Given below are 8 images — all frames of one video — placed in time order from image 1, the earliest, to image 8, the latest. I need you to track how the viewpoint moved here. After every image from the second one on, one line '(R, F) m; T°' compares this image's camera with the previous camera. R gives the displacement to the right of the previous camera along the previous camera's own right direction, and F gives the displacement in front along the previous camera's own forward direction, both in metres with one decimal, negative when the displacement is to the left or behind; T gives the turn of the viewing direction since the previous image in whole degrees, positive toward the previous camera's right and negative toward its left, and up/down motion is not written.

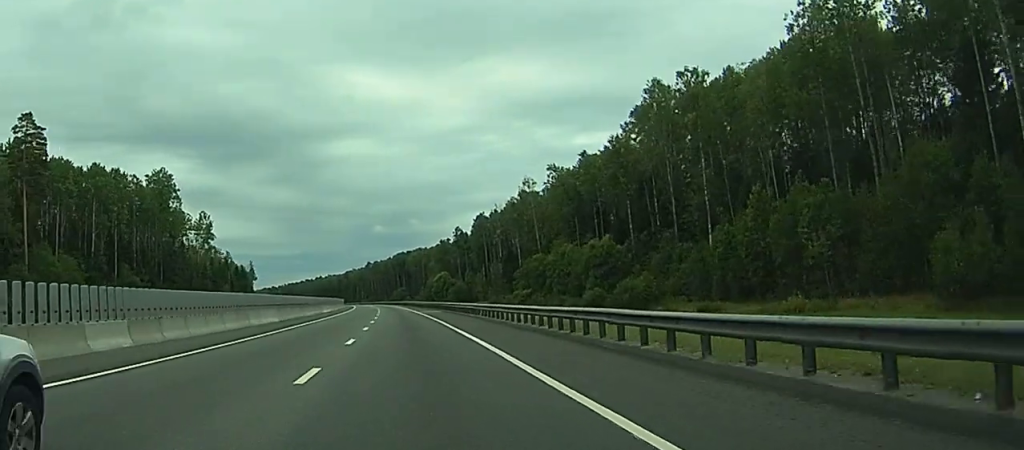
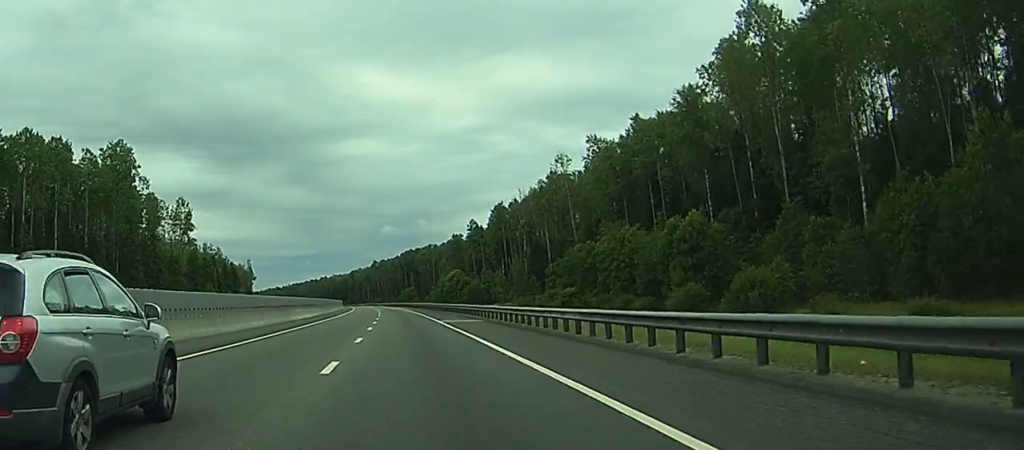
(-0.6, +34.6) m; -2°
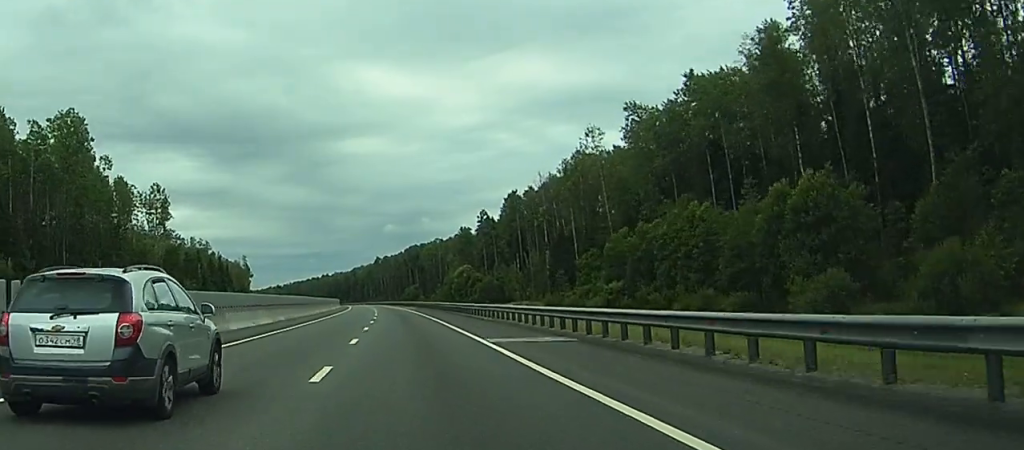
(-0.3, +26.1) m; 0°
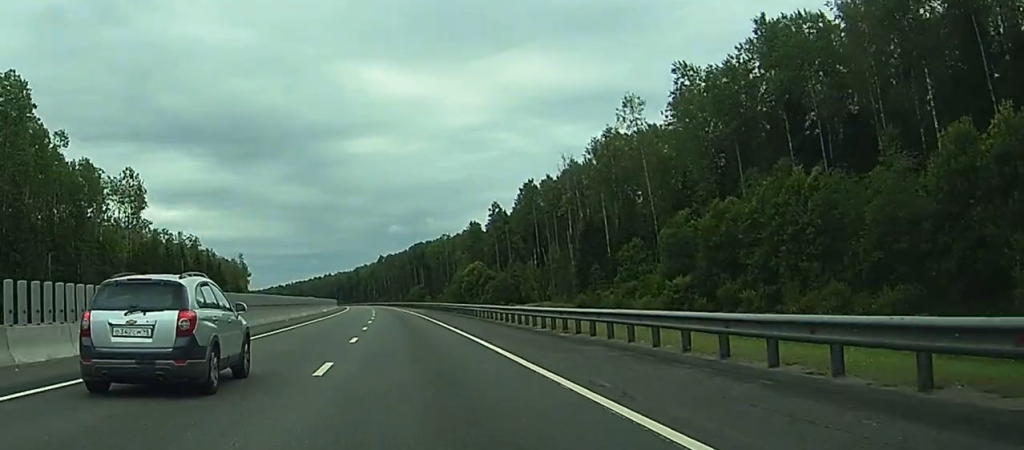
(+0.1, +23.3) m; 0°
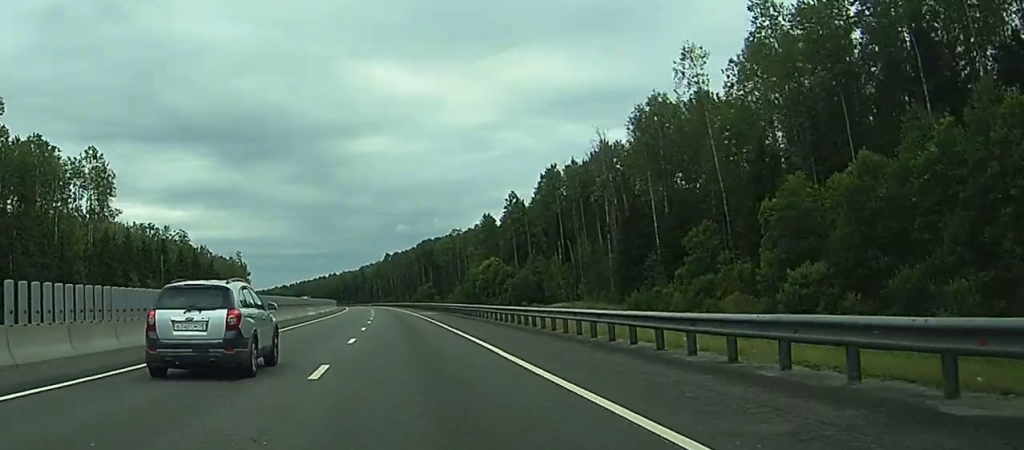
(0.0, +25.1) m; 0°
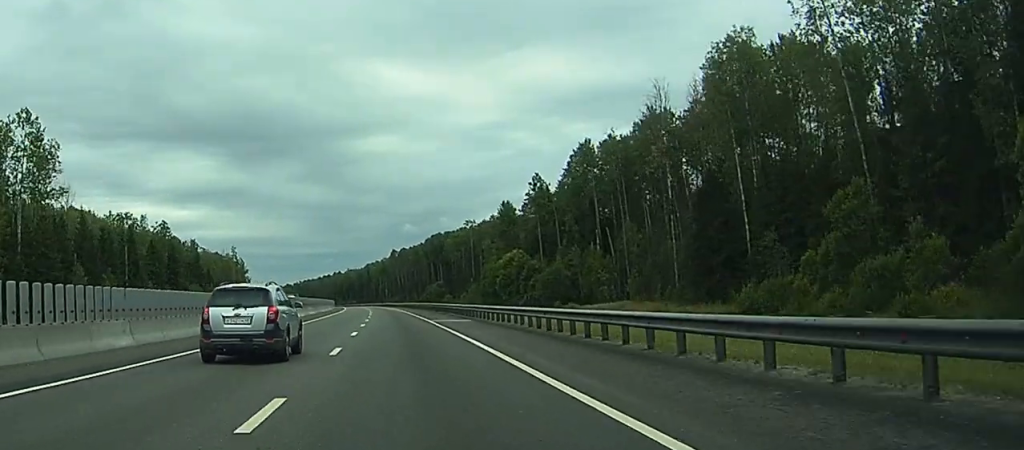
(0.0, +30.6) m; -1°
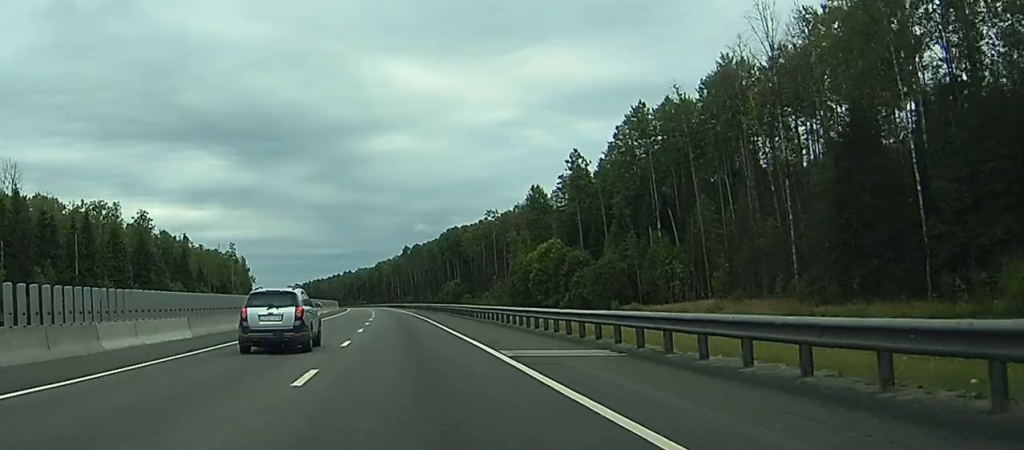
(-0.2, +32.5) m; -1°
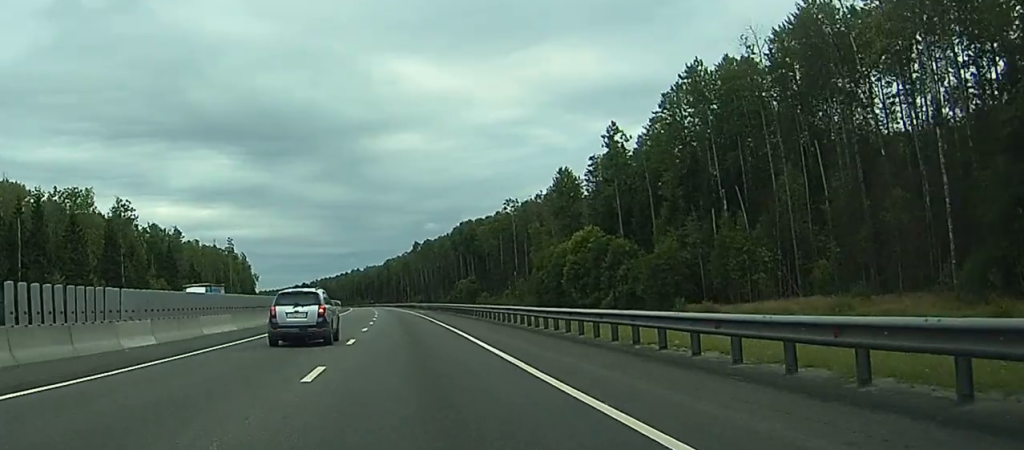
(-0.1, +24.4) m; 0°
